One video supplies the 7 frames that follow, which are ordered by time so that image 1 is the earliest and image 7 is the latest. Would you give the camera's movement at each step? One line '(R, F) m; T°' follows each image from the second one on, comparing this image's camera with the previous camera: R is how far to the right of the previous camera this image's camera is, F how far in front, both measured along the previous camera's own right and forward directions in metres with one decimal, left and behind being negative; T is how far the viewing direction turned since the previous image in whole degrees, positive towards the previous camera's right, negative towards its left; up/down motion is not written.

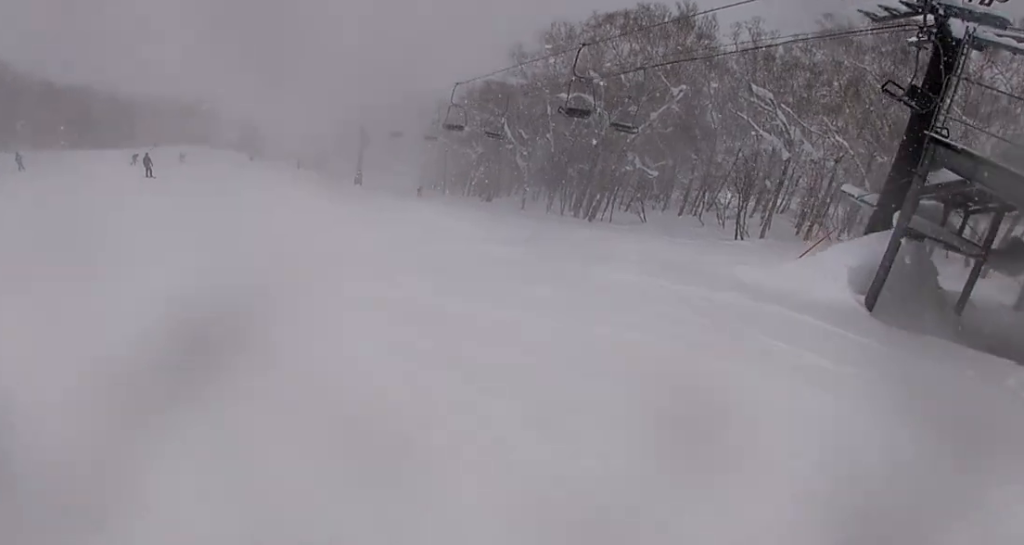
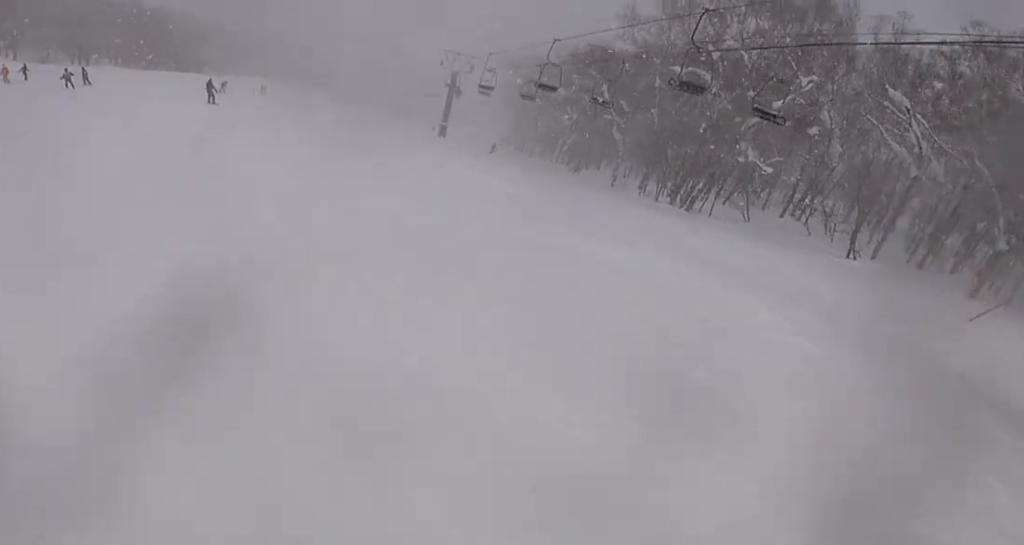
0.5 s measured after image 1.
(-0.3, +3.1) m; -11°
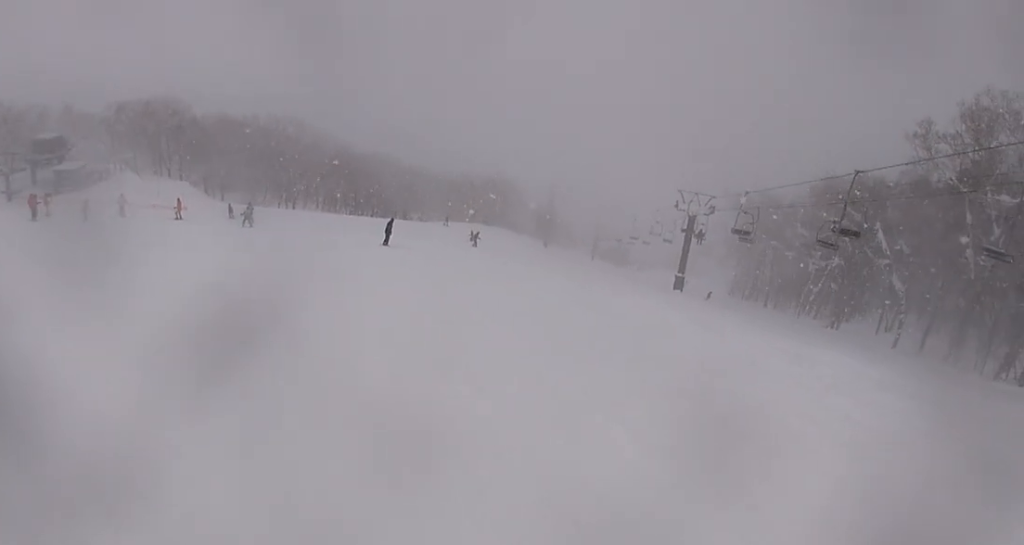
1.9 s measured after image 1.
(-3.3, +9.4) m; -28°
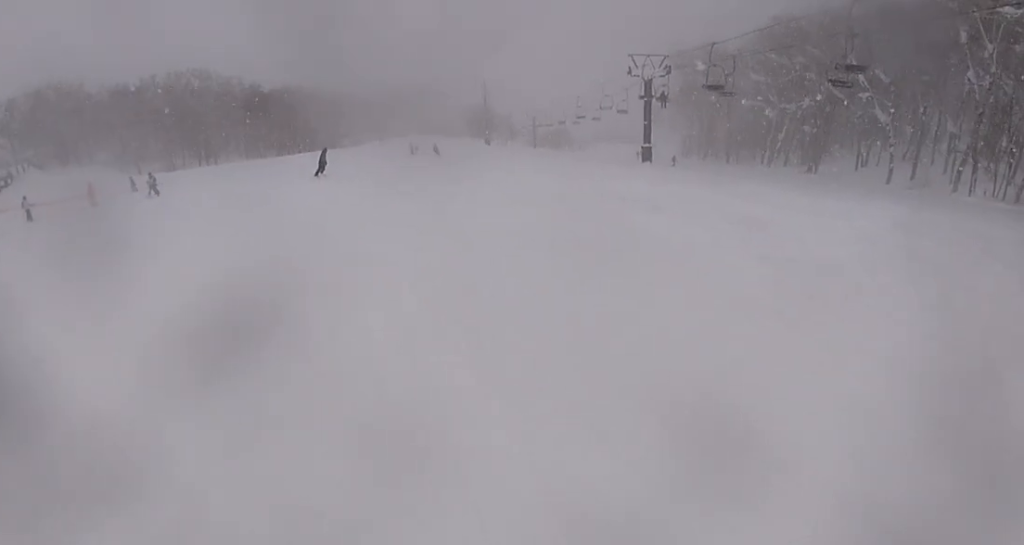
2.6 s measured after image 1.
(0.0, +4.8) m; +11°
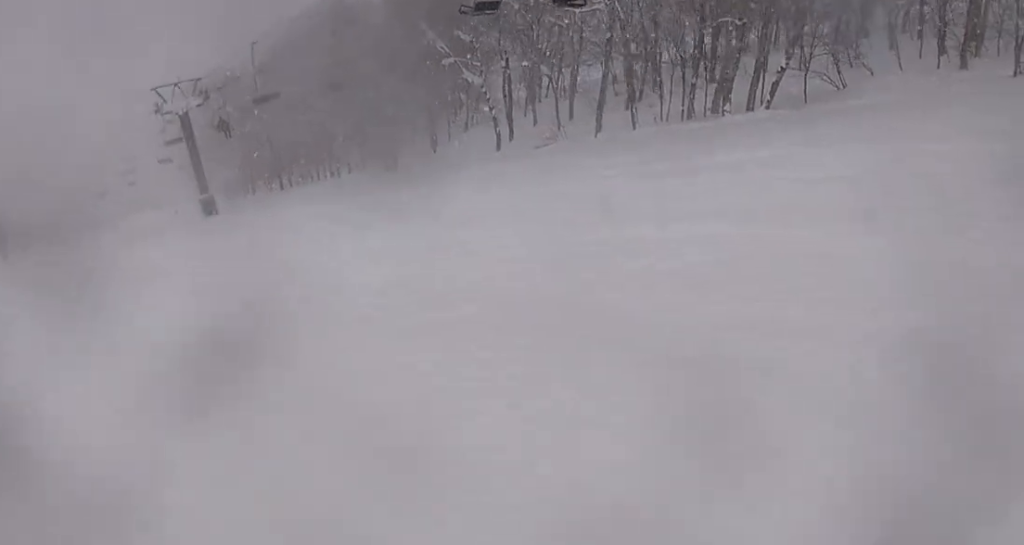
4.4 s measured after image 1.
(+5.1, +11.5) m; +43°
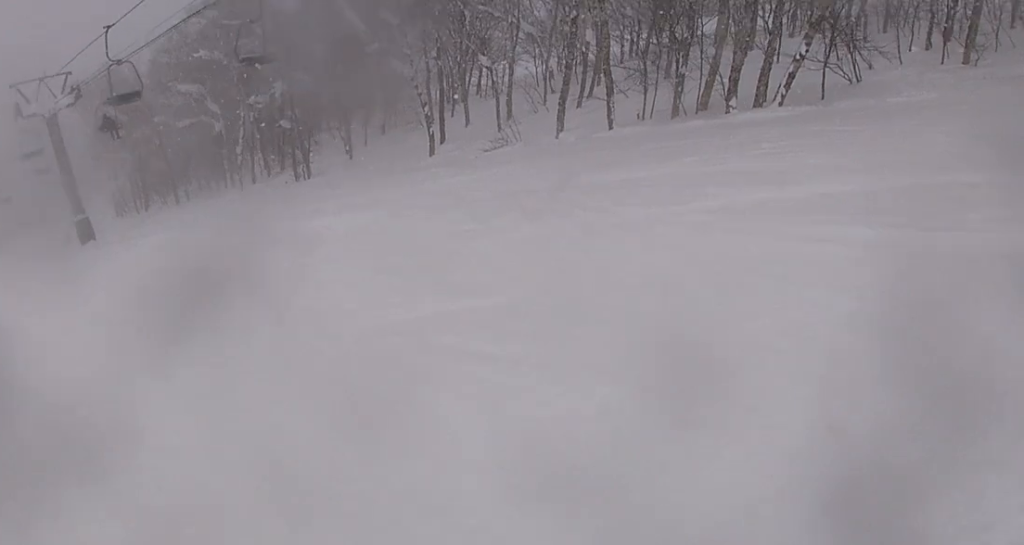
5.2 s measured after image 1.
(+0.1, +6.2) m; +17°
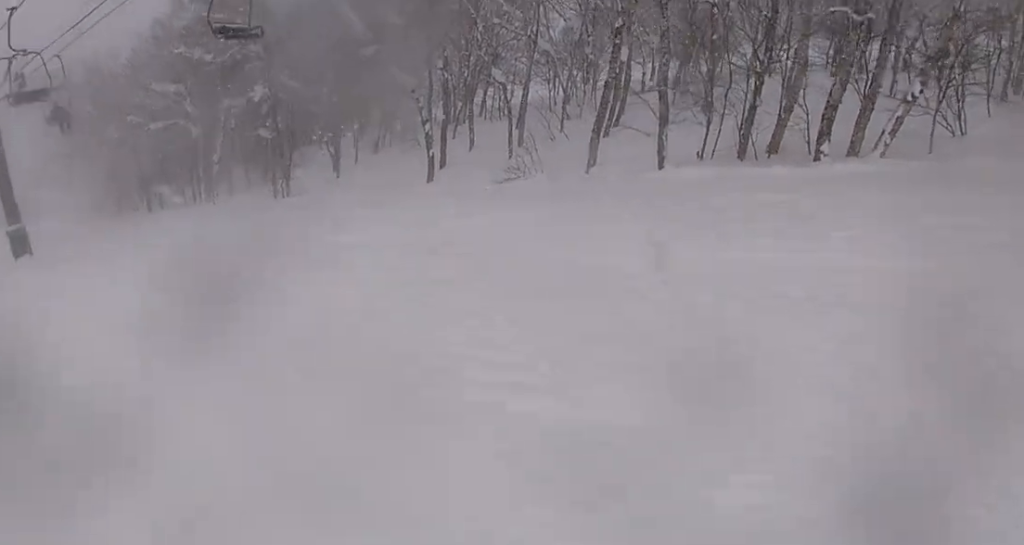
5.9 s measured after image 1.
(+1.9, +5.6) m; +9°
